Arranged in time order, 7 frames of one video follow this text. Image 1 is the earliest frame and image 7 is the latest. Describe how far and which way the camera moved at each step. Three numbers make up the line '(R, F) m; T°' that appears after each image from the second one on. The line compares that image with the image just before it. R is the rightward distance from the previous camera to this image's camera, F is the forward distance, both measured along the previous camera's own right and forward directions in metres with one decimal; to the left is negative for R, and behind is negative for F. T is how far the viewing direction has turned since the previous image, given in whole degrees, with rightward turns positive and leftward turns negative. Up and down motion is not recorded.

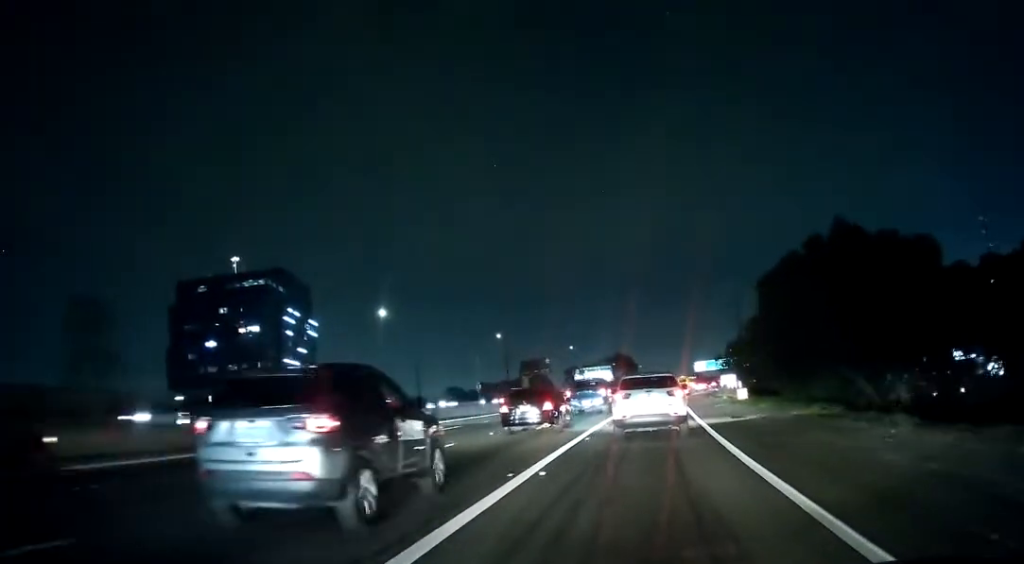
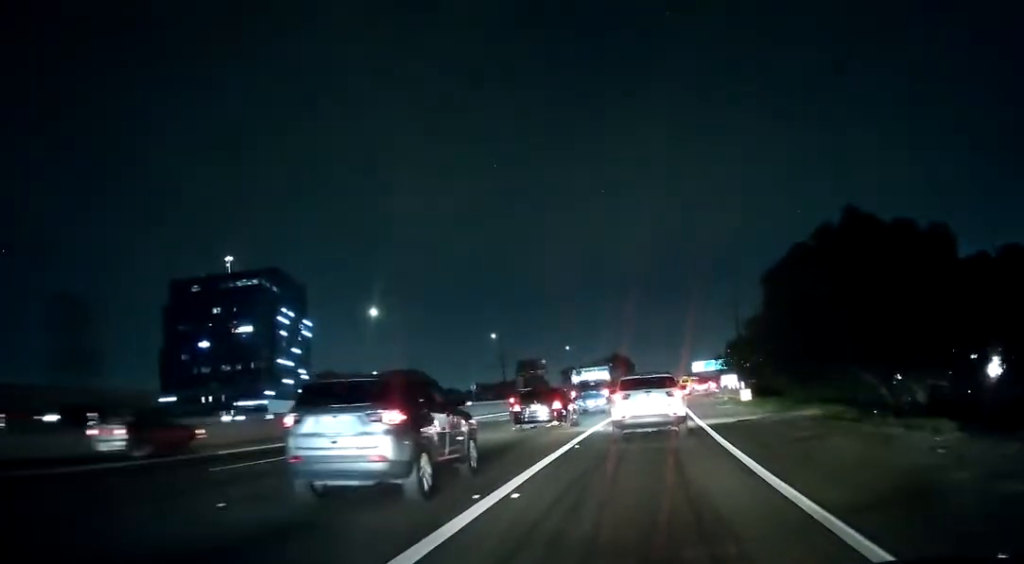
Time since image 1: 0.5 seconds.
(0.0, +2.3) m; 0°
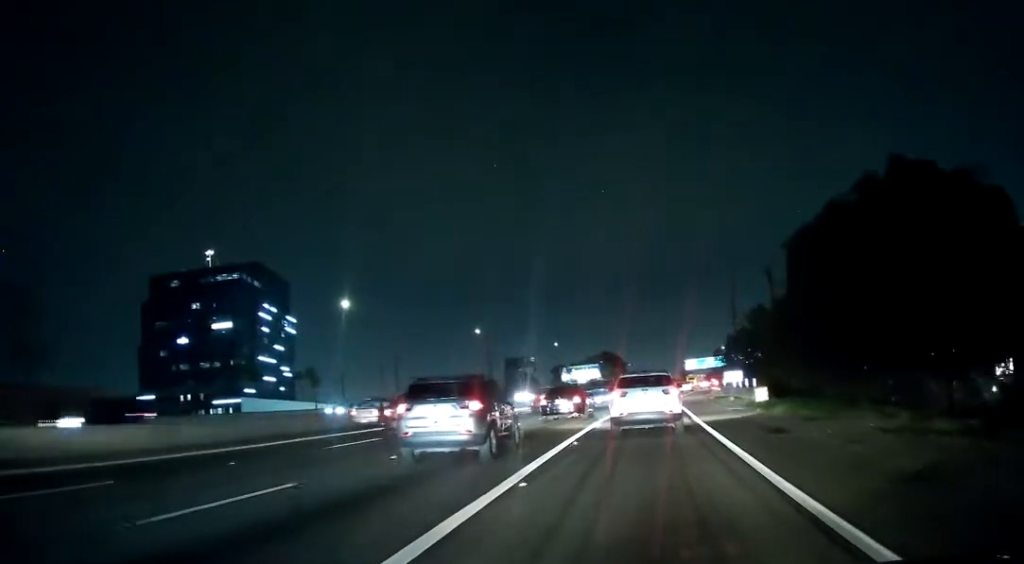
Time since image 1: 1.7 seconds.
(0.0, +6.3) m; +4°
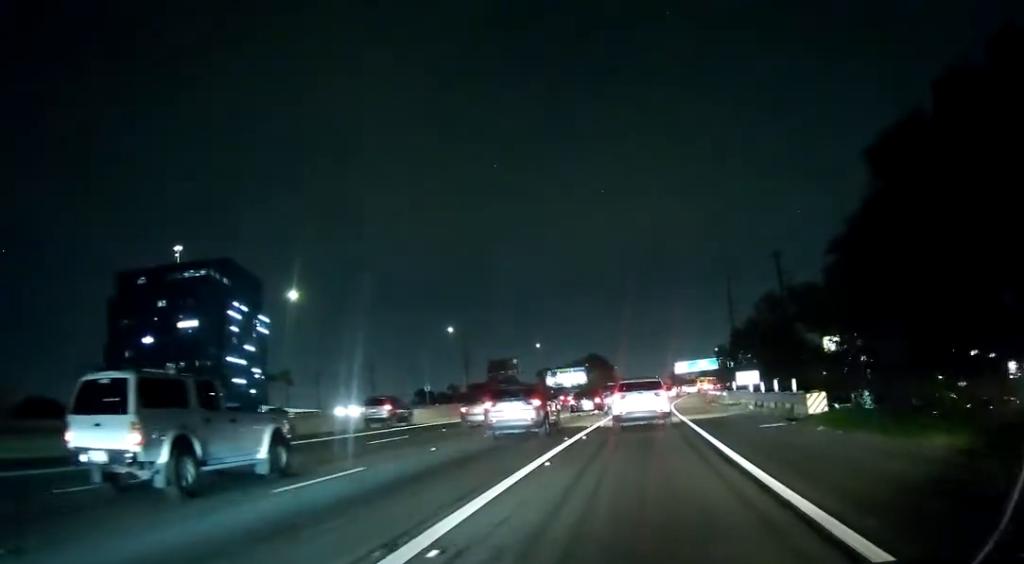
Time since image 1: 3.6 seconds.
(+0.6, +10.5) m; +2°
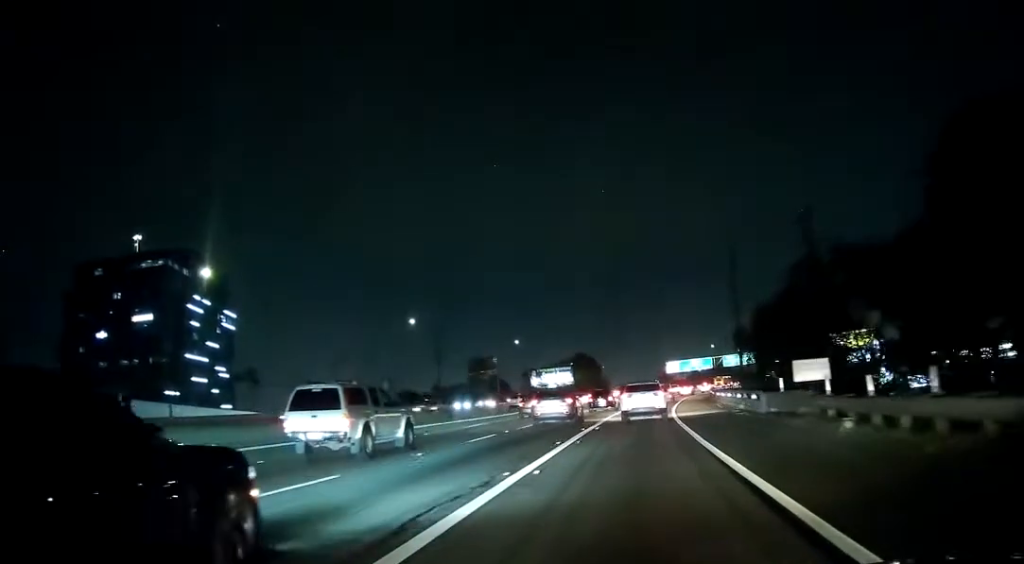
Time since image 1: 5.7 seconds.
(-0.2, +15.4) m; 0°
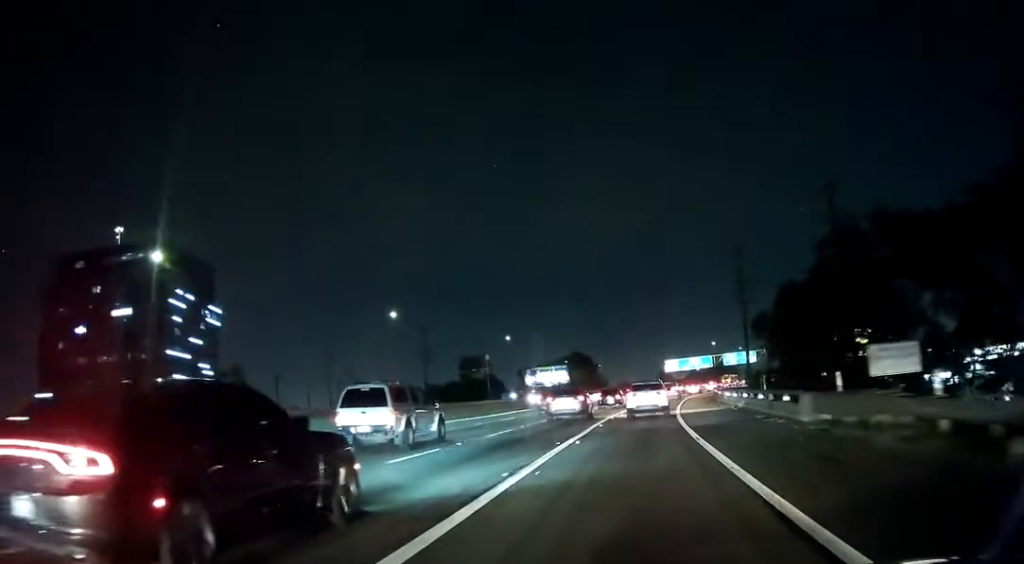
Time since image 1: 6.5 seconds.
(0.0, +7.2) m; 0°
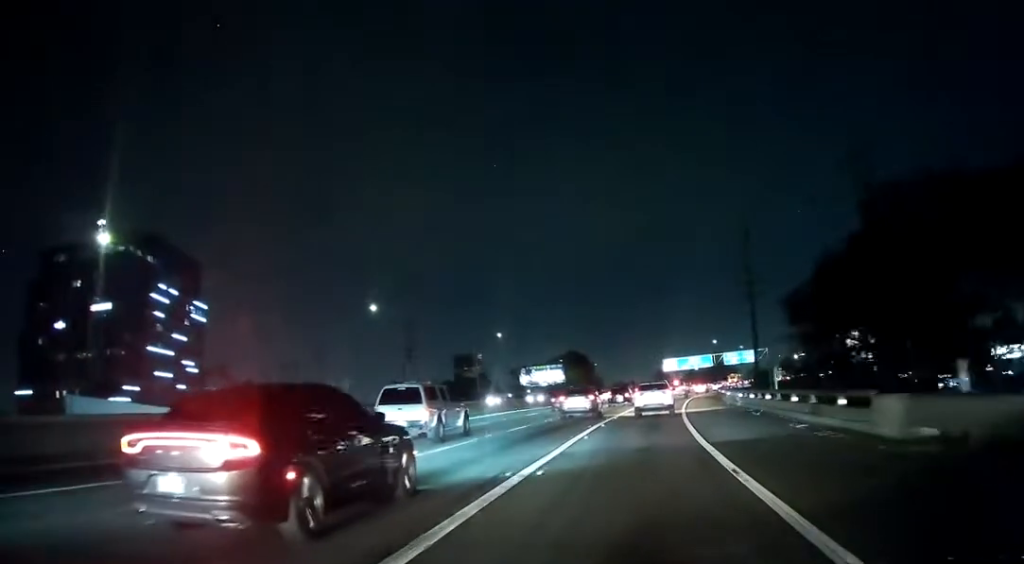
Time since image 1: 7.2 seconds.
(+0.1, +7.1) m; 0°
